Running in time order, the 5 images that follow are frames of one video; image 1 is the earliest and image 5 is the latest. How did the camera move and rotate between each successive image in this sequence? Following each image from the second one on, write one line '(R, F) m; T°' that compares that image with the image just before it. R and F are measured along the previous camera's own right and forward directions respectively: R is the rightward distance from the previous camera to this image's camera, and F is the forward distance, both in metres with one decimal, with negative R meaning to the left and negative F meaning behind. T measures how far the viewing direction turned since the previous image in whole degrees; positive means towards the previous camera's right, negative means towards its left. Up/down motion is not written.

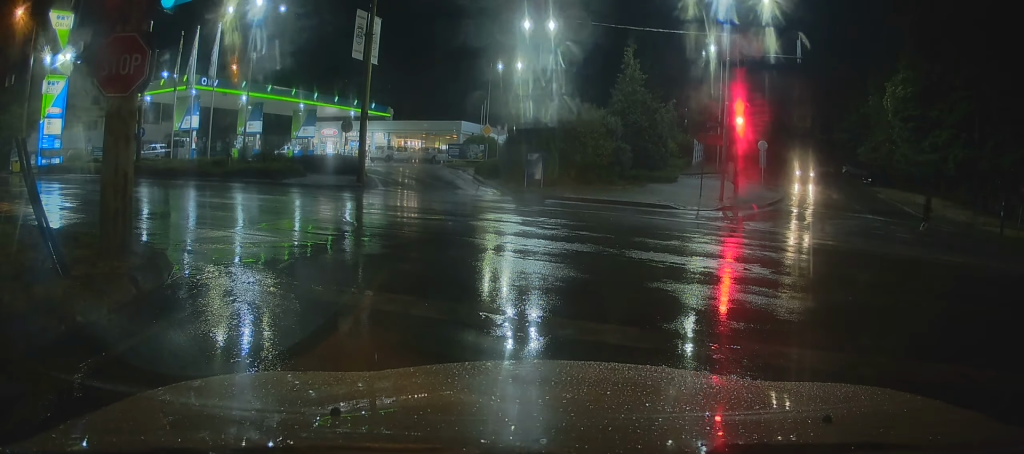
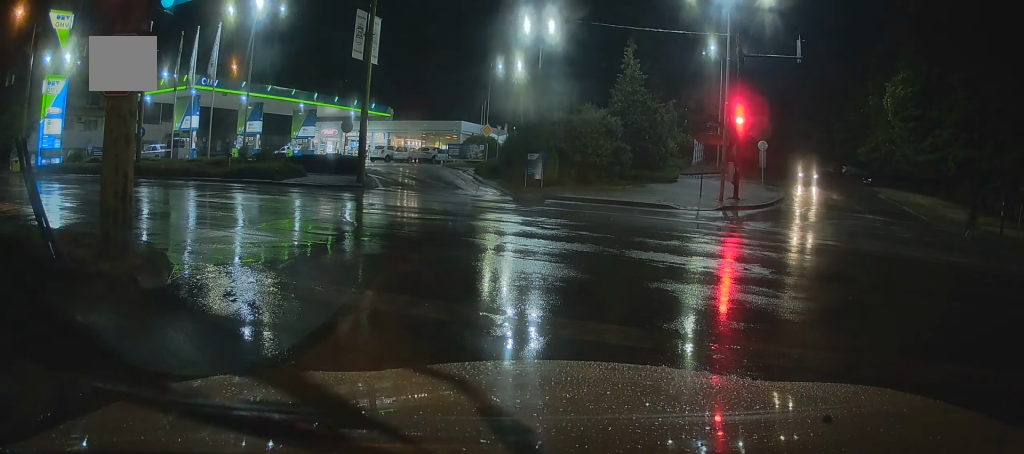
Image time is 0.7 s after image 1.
(0.0, 0.0) m; 0°
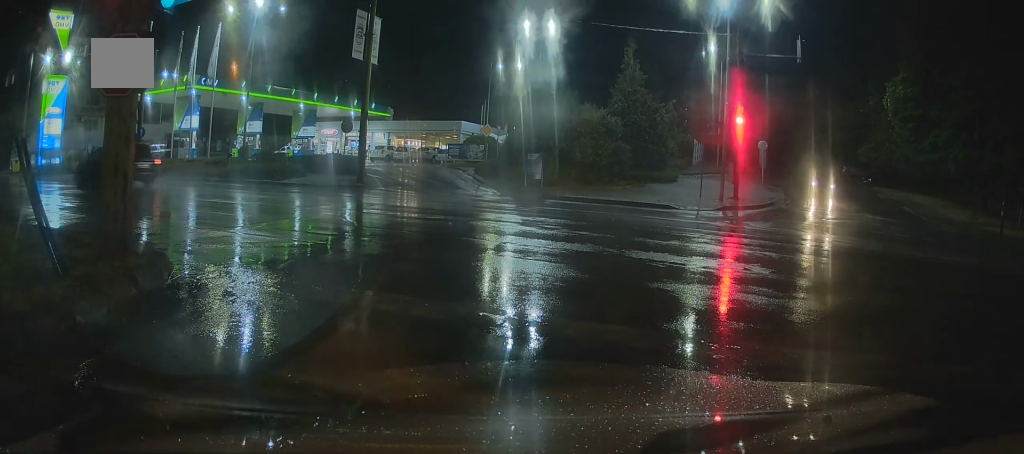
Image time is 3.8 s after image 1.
(0.0, 0.0) m; 0°
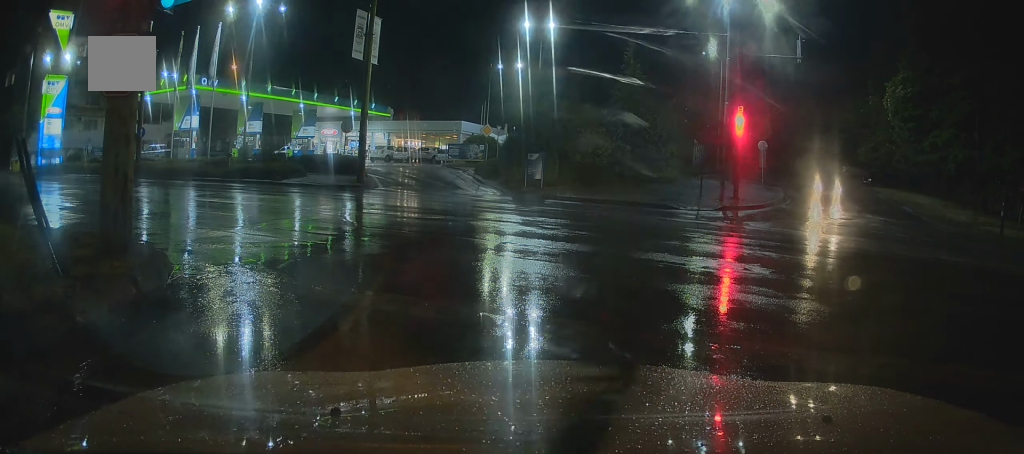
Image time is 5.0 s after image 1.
(0.0, 0.0) m; 0°
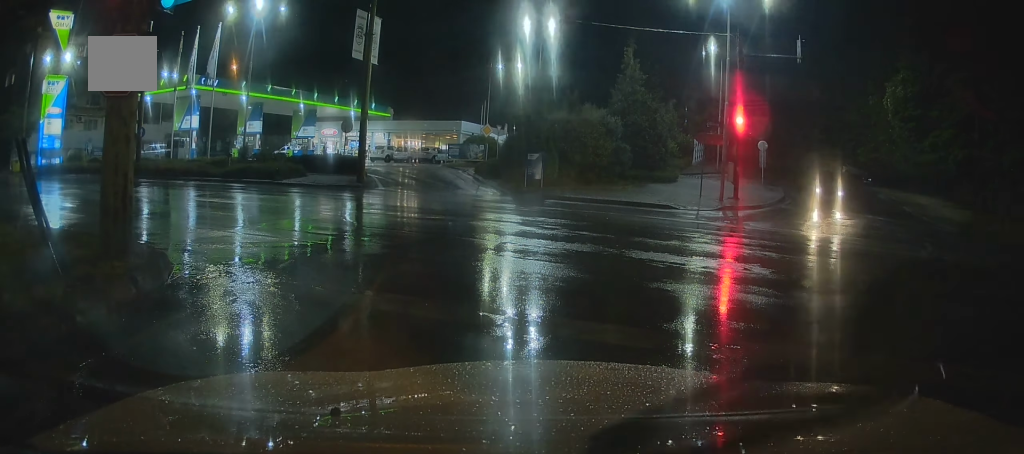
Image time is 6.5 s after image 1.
(0.0, 0.0) m; 0°
